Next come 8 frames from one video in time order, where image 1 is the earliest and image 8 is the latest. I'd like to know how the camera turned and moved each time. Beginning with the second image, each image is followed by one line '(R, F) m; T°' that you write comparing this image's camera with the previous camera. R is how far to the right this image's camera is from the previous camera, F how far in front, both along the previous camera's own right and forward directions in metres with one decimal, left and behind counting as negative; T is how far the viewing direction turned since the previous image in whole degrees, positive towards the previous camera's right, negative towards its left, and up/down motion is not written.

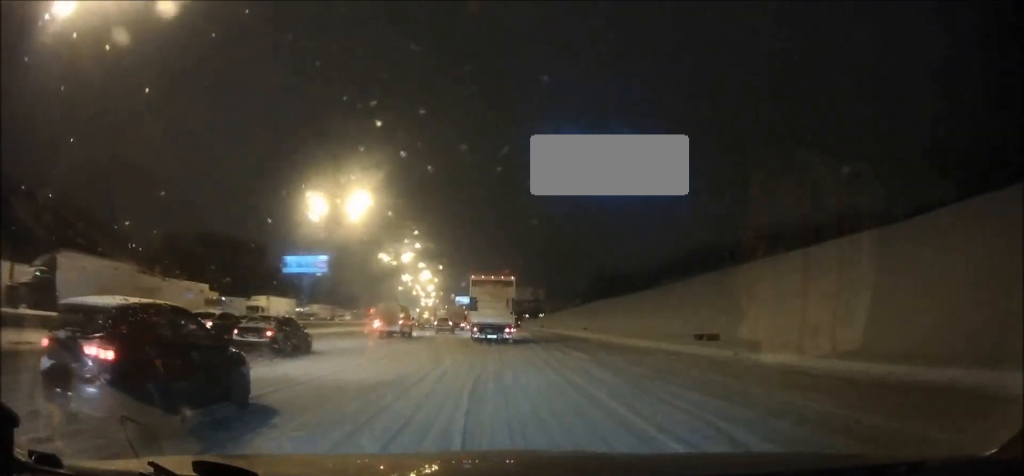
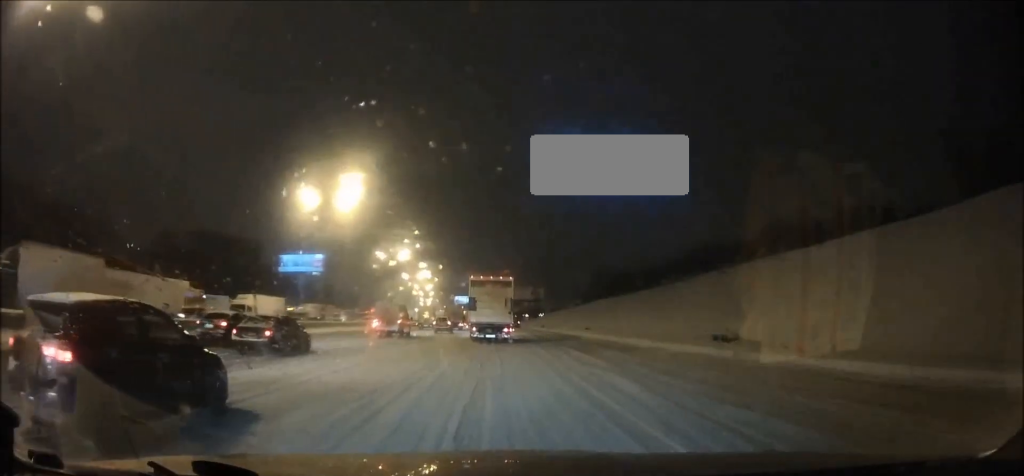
(+0.1, +3.4) m; 0°
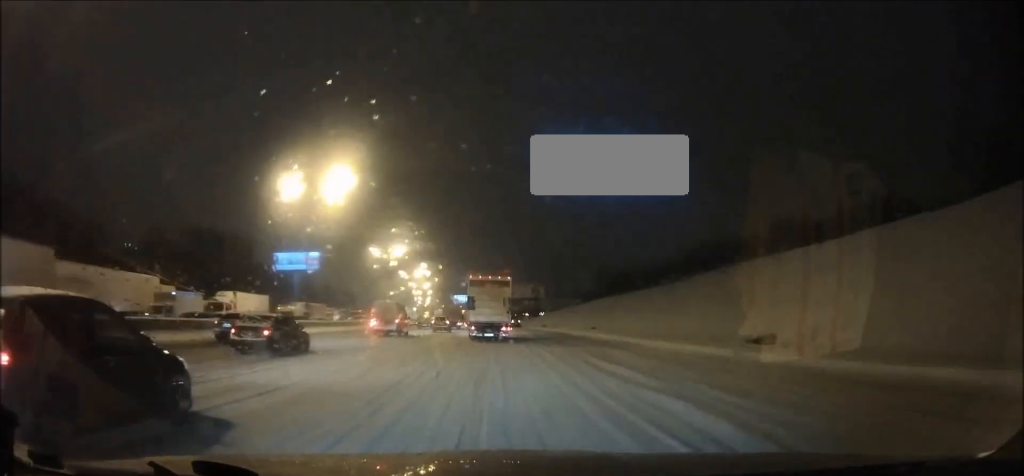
(0.0, +4.3) m; 0°
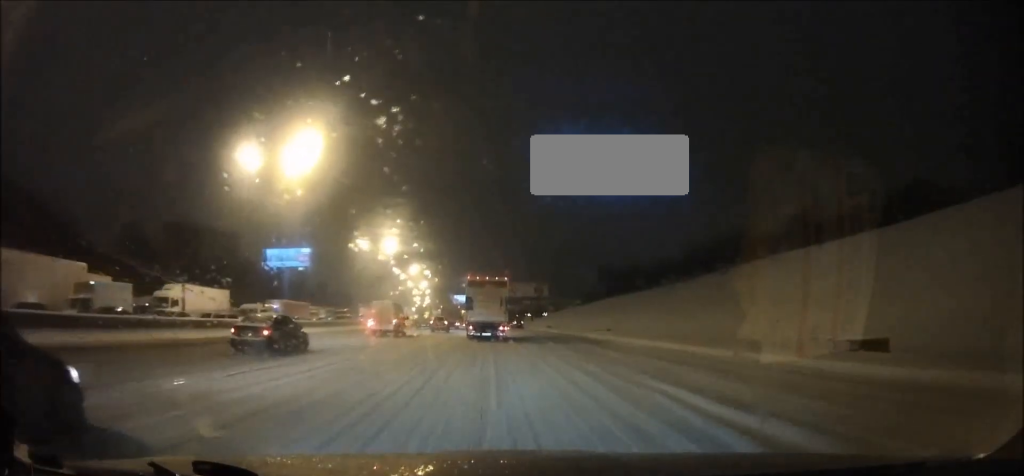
(-0.2, +9.0) m; -1°
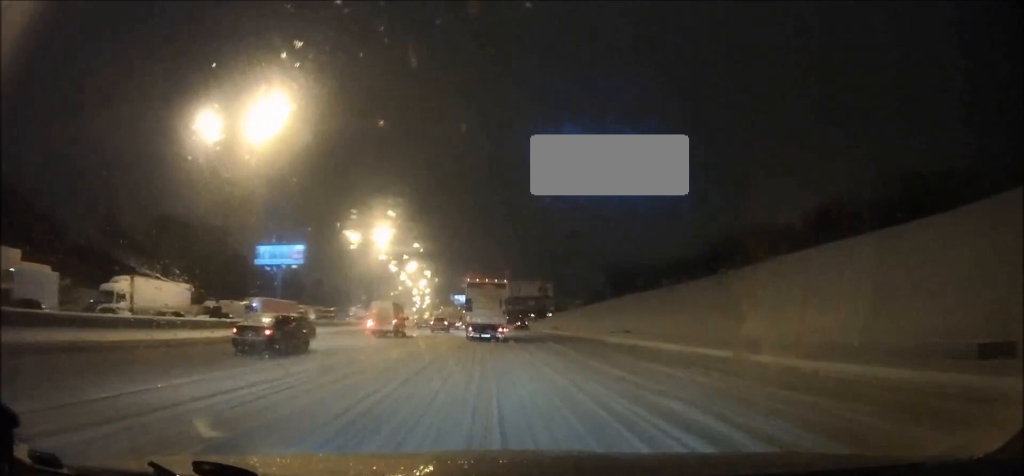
(0.0, +7.0) m; 0°
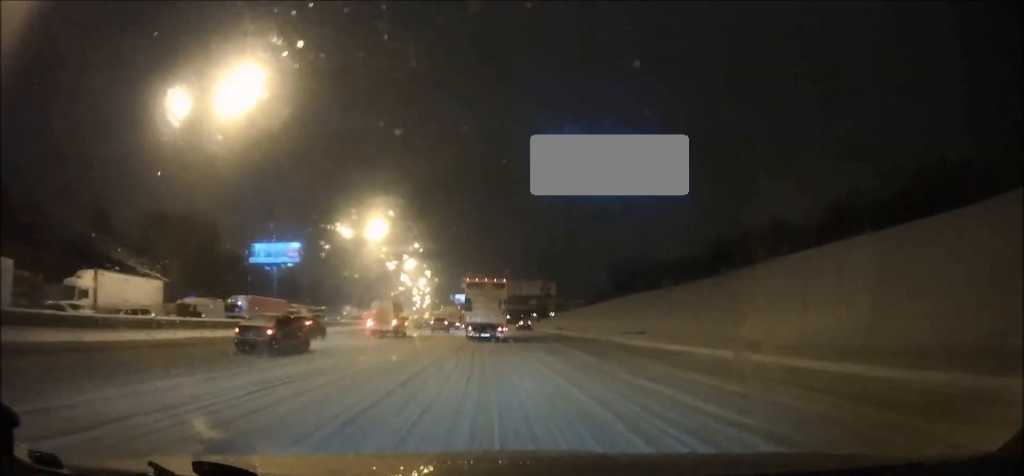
(0.0, +4.1) m; 0°
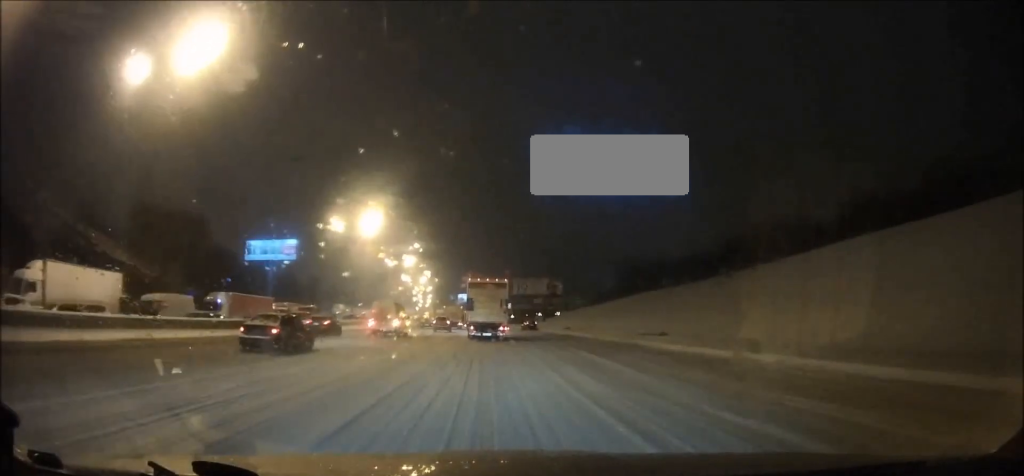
(0.0, +5.3) m; 0°
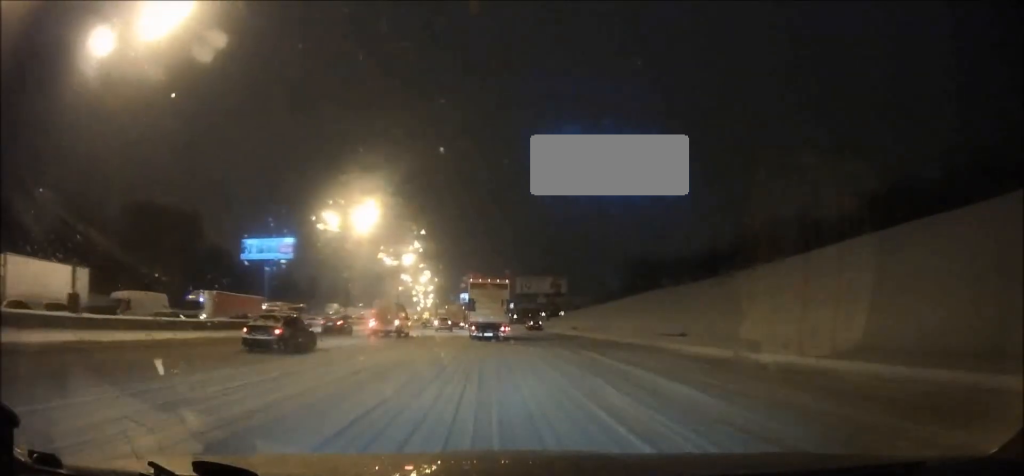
(0.0, +3.9) m; -1°
